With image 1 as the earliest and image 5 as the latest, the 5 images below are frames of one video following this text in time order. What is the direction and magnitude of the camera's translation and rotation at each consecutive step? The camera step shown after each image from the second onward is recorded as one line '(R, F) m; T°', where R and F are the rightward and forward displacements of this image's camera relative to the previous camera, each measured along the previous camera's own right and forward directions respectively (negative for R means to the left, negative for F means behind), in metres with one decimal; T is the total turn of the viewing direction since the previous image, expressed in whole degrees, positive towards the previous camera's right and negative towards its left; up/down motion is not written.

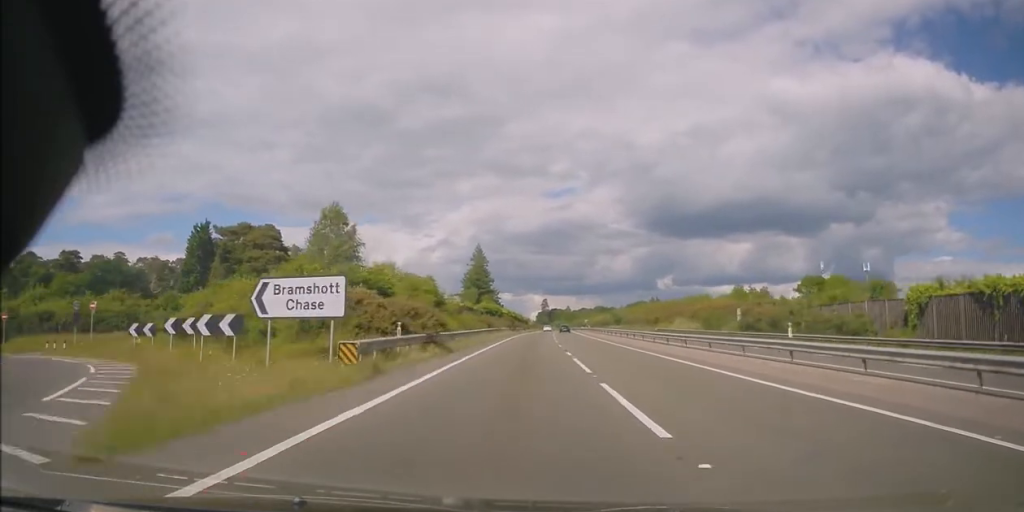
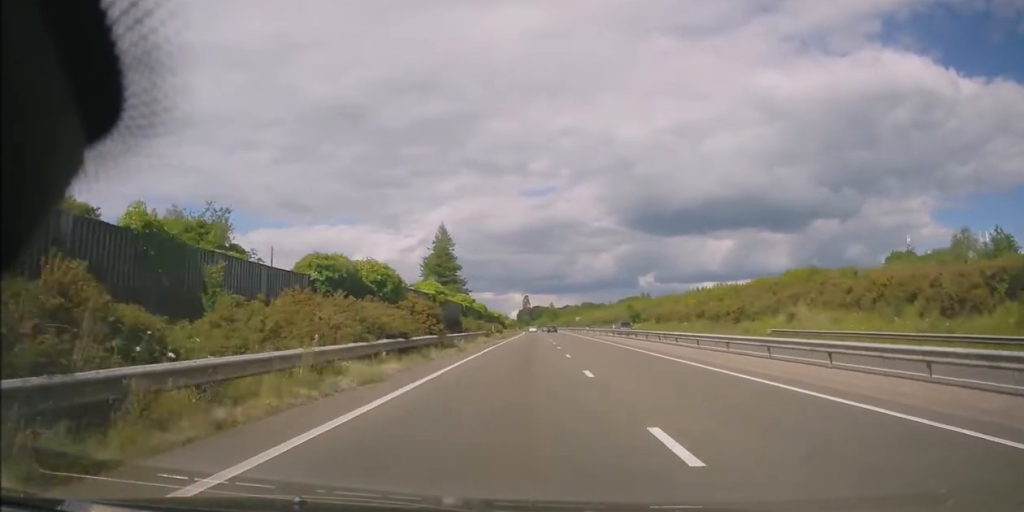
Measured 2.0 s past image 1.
(+0.7, +55.8) m; +1°
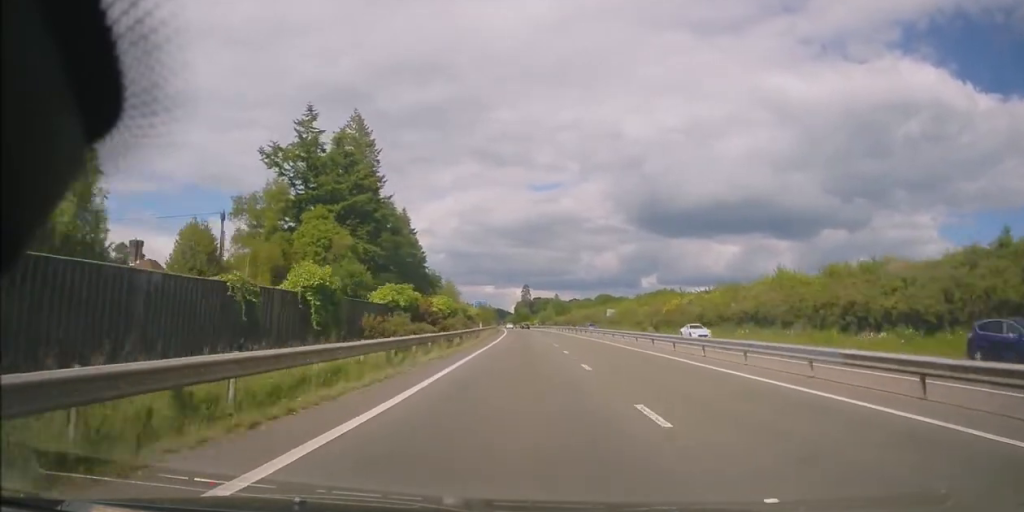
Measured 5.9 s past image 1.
(-1.0, +108.0) m; -1°
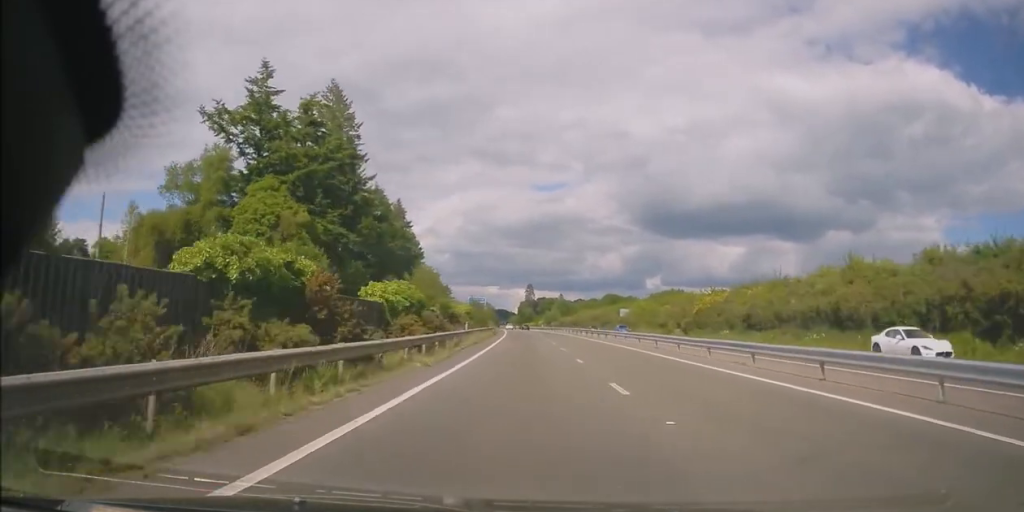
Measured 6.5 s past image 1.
(-0.1, +15.0) m; 0°
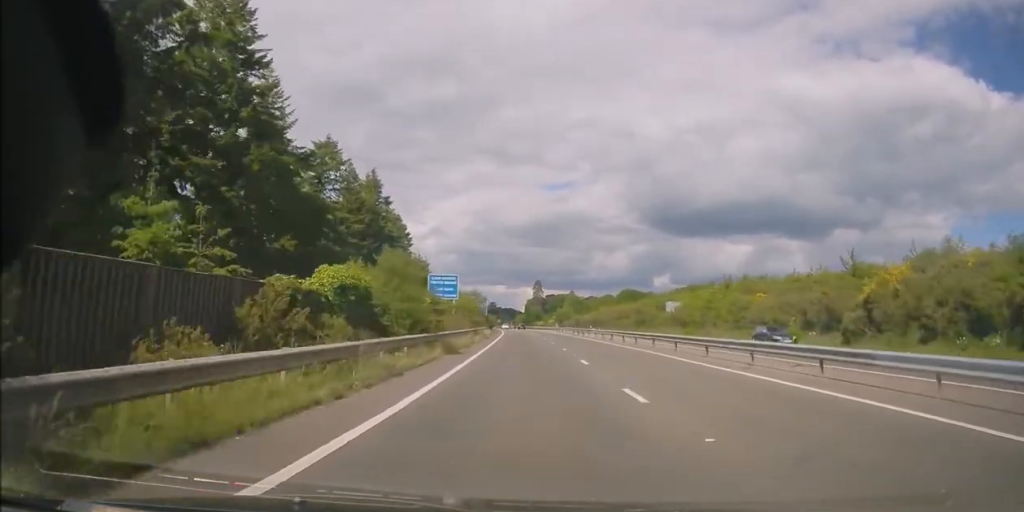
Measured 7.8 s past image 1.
(+0.2, +38.4) m; -1°
